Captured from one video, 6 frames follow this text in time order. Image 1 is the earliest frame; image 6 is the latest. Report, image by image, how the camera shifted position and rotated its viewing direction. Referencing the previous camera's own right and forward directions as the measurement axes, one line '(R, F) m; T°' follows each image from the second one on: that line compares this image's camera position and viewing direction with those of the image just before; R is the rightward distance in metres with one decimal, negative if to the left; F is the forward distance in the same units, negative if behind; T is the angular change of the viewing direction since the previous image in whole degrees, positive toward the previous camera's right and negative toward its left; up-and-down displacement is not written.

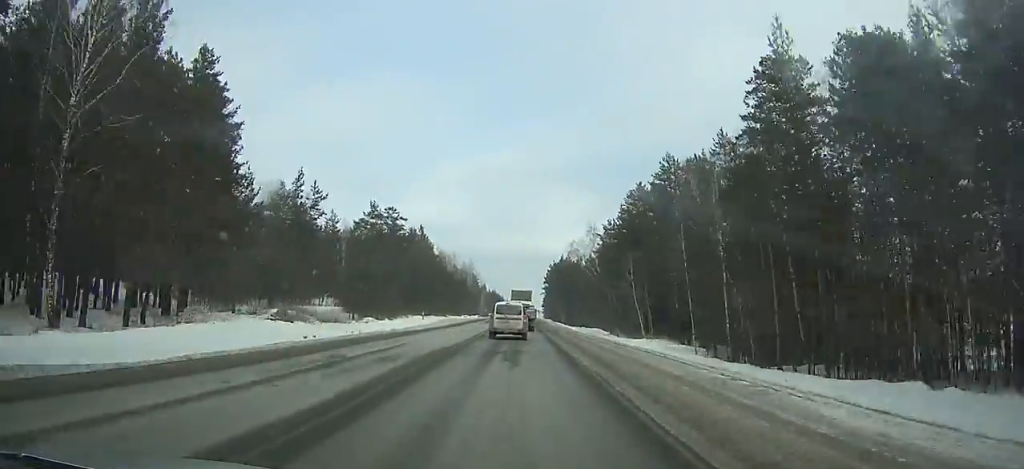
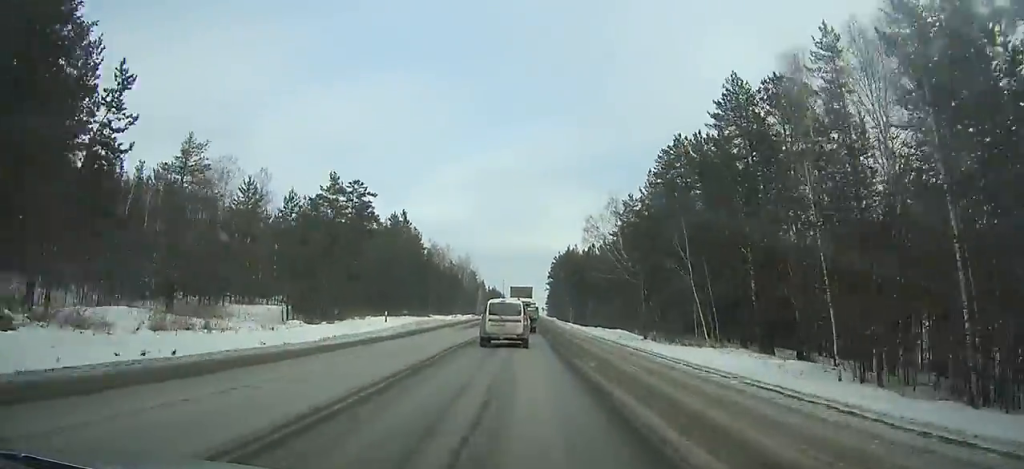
(-0.1, +20.8) m; 0°
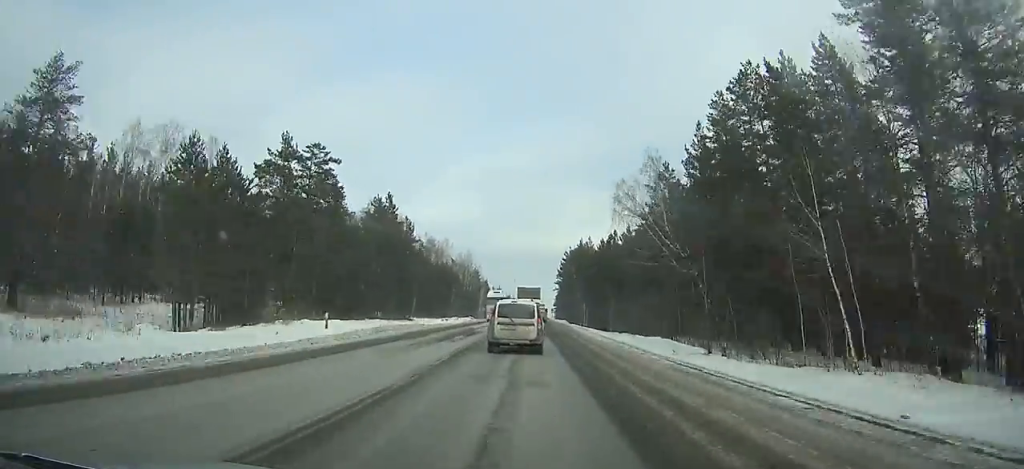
(-0.1, +18.9) m; 0°
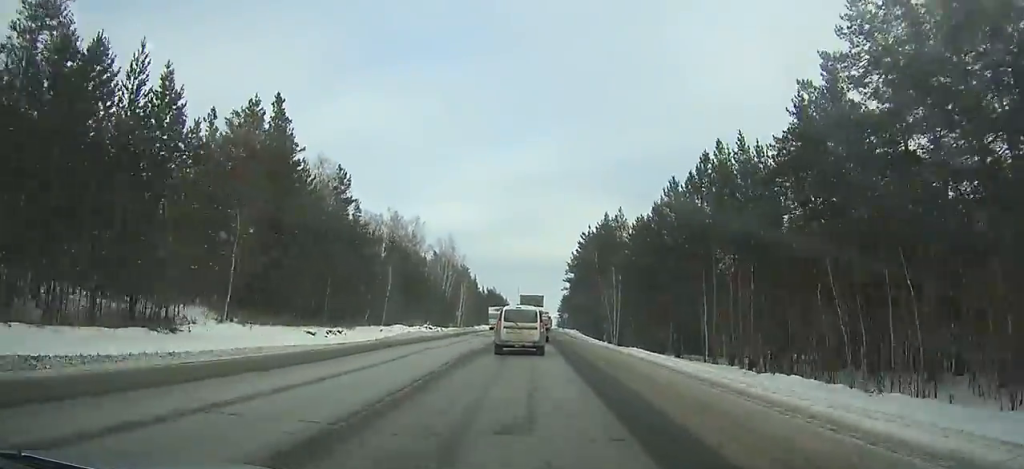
(+0.3, +52.3) m; +1°
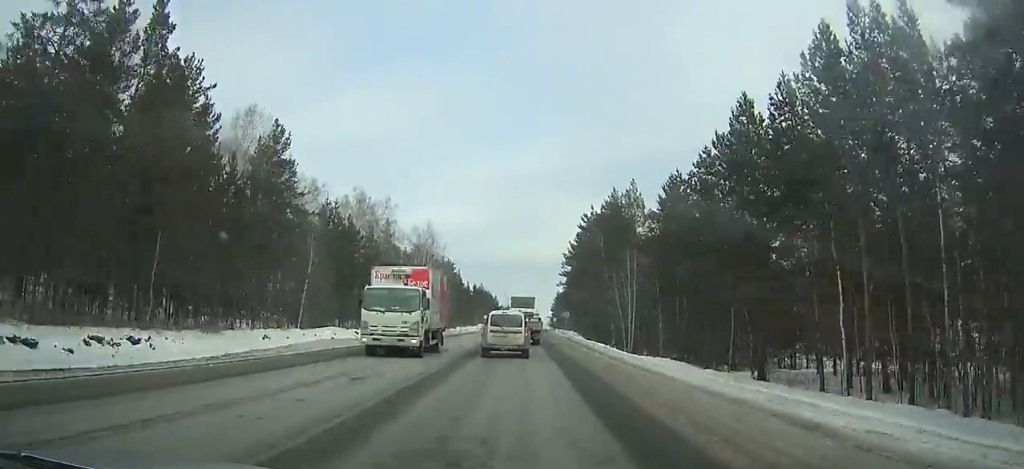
(+0.1, +19.0) m; 0°
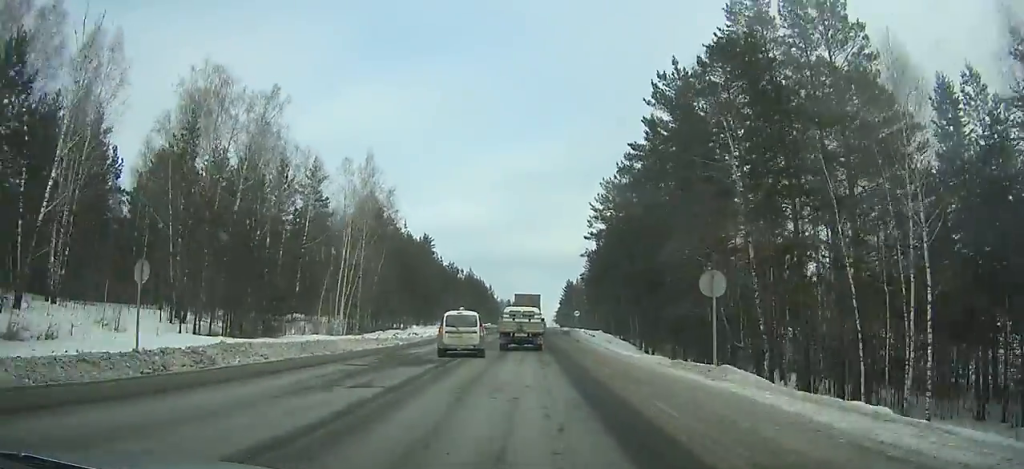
(-0.2, +48.3) m; 0°
